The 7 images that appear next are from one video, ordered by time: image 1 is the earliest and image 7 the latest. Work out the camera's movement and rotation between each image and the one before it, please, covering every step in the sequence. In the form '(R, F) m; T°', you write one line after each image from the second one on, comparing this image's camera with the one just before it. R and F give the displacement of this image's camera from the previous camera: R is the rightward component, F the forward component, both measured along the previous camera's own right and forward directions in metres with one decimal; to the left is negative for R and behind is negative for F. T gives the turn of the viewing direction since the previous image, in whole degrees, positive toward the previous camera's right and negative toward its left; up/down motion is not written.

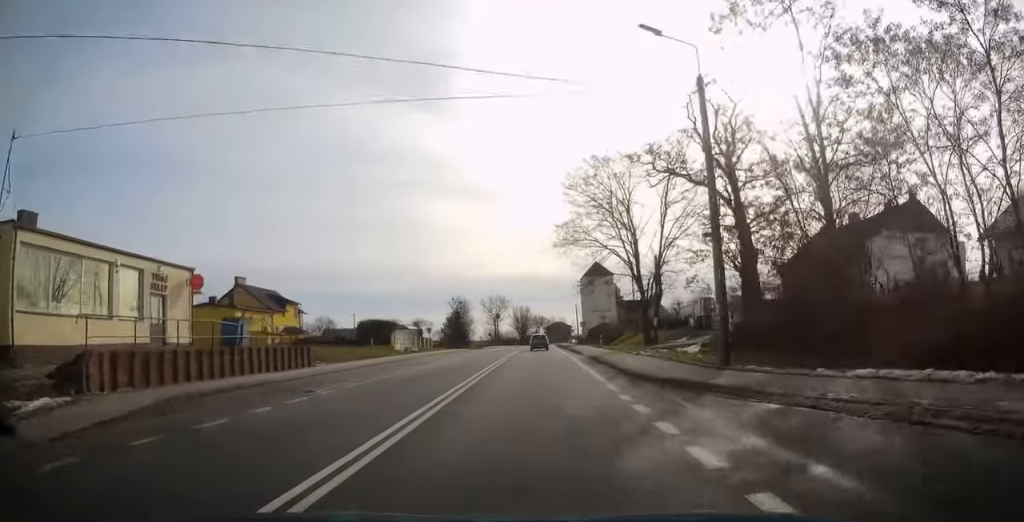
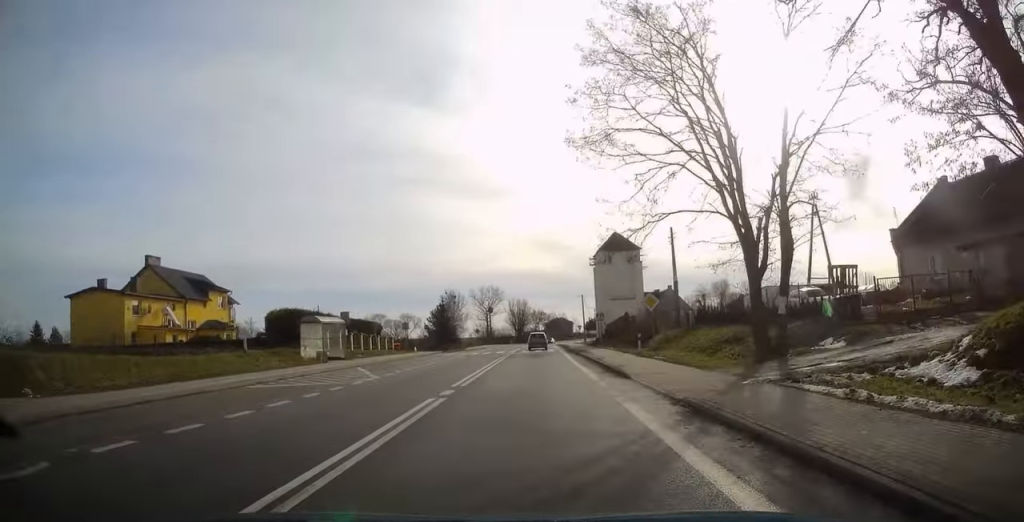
(0.0, +20.5) m; 0°
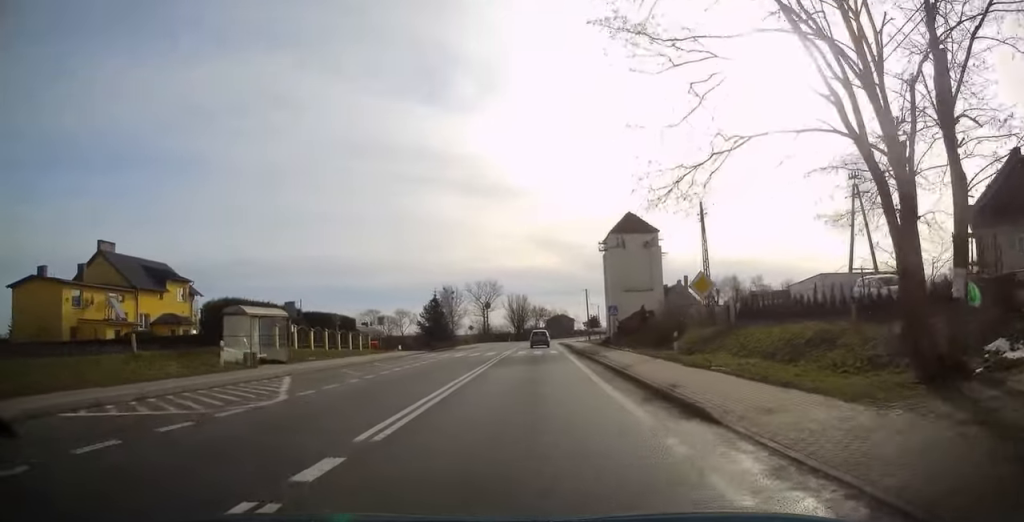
(-0.1, +8.3) m; 0°
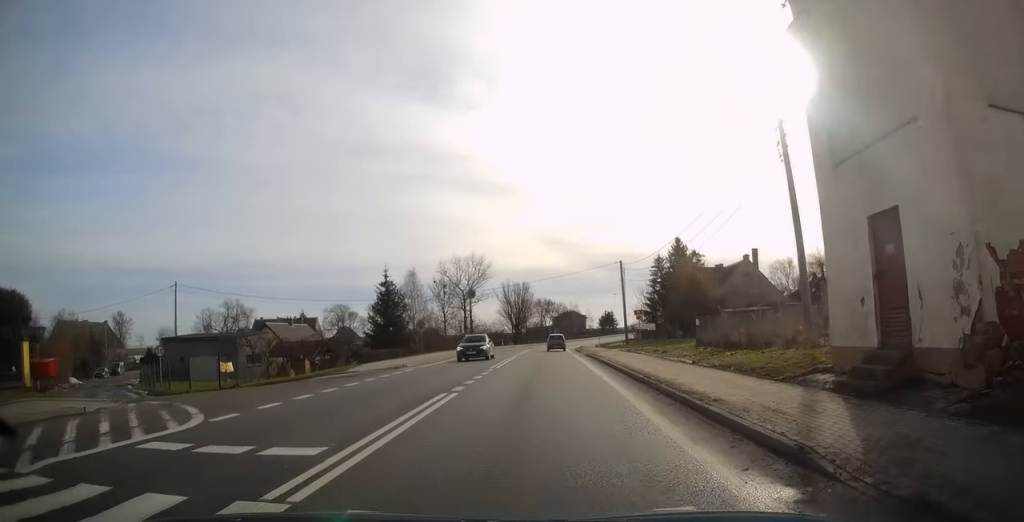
(0.0, +37.0) m; -1°
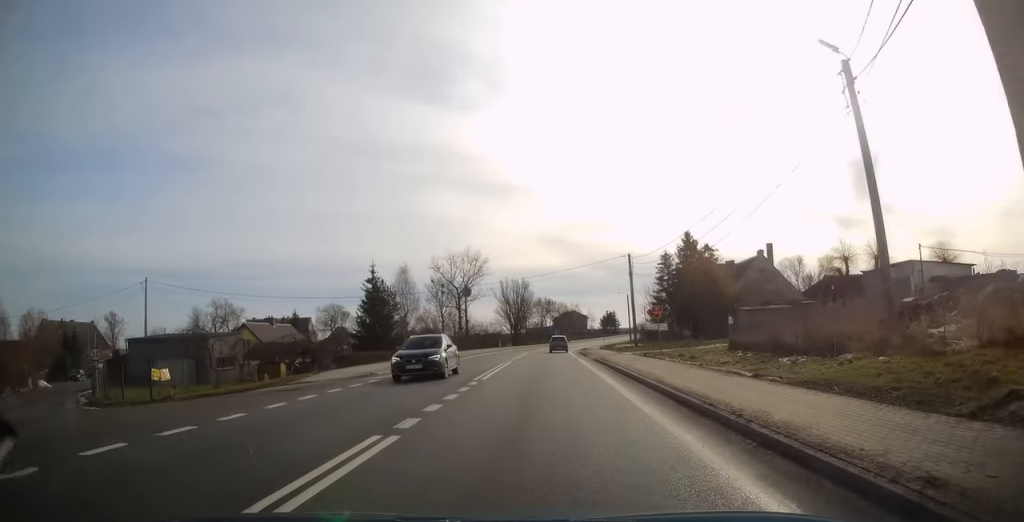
(0.0, +5.5) m; 0°
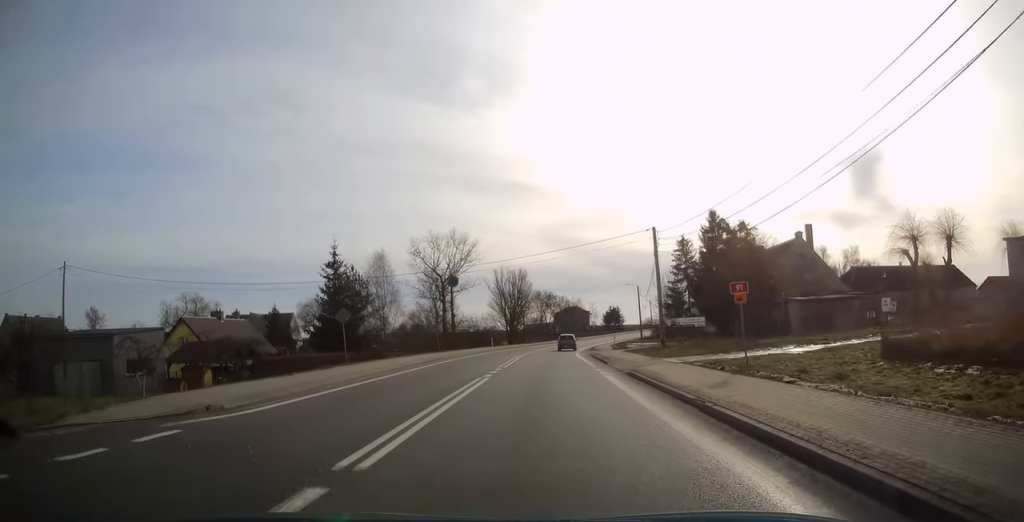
(+0.1, +12.1) m; +1°
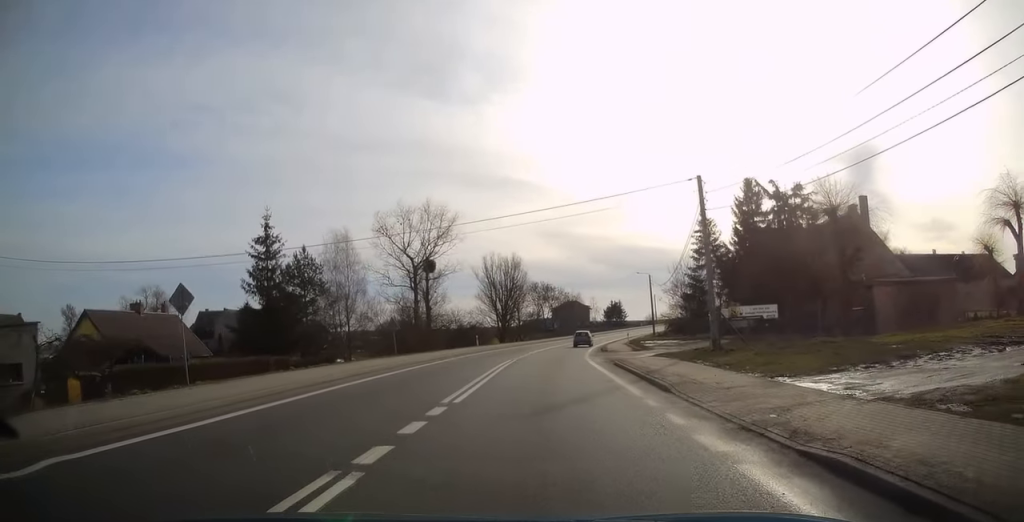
(+0.1, +13.0) m; +1°
